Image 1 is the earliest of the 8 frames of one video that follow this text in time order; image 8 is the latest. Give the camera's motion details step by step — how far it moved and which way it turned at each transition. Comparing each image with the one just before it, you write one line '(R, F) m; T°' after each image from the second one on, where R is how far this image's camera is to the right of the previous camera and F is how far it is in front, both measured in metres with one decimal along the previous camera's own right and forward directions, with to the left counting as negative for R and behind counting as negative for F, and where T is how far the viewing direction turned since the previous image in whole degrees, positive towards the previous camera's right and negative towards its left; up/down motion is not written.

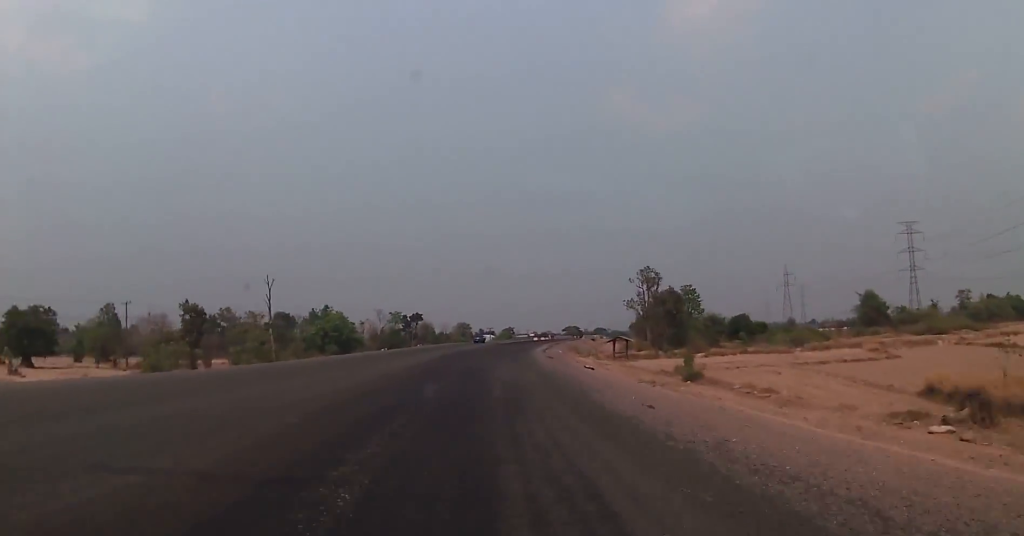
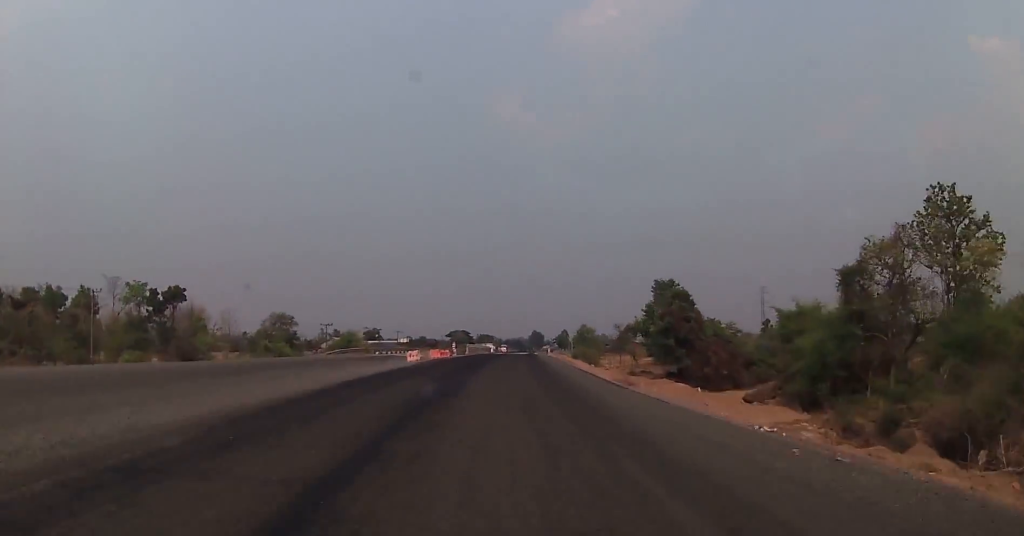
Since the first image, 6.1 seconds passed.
(+8.5, +121.8) m; +9°
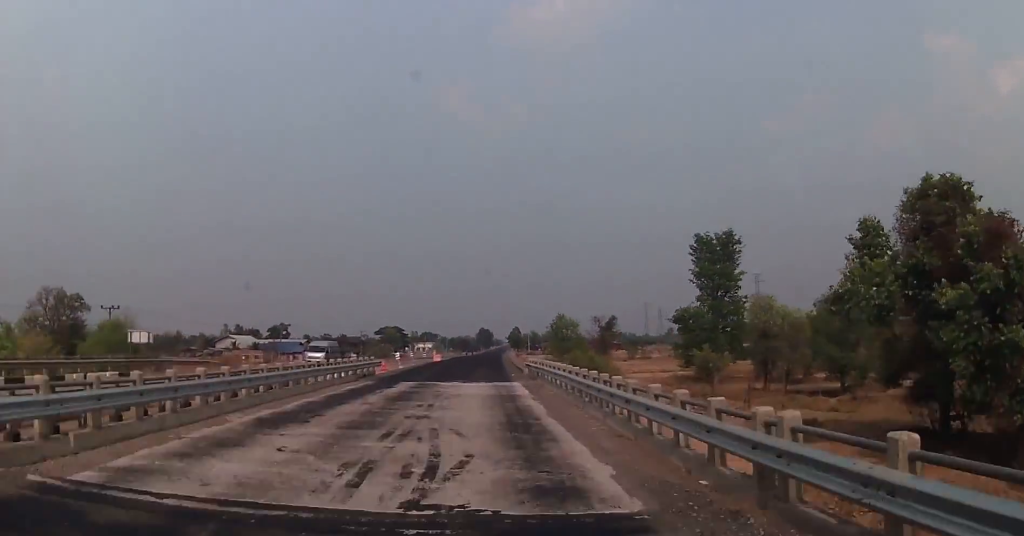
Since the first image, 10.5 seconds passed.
(+5.1, +79.8) m; +5°
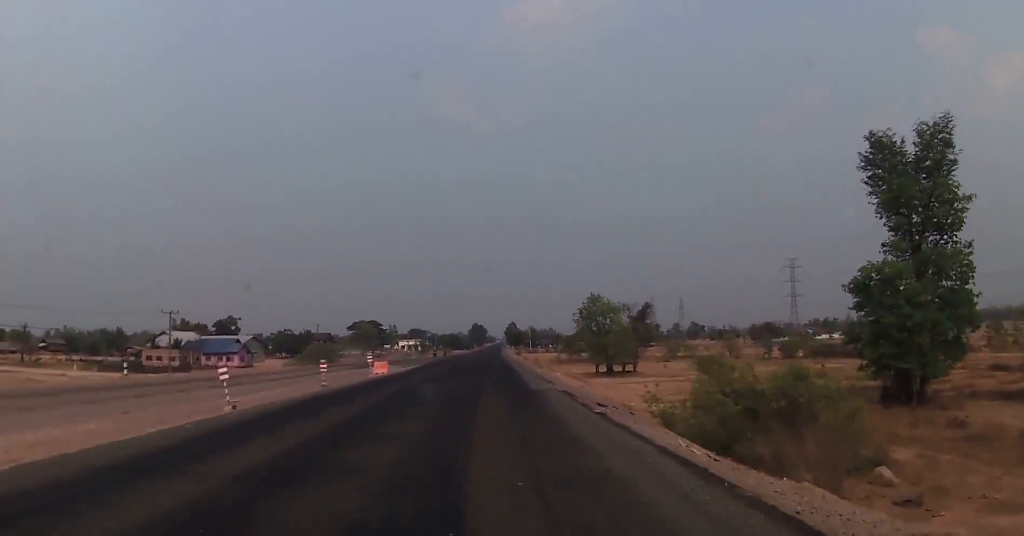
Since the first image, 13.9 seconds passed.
(+0.8, +58.7) m; +1°
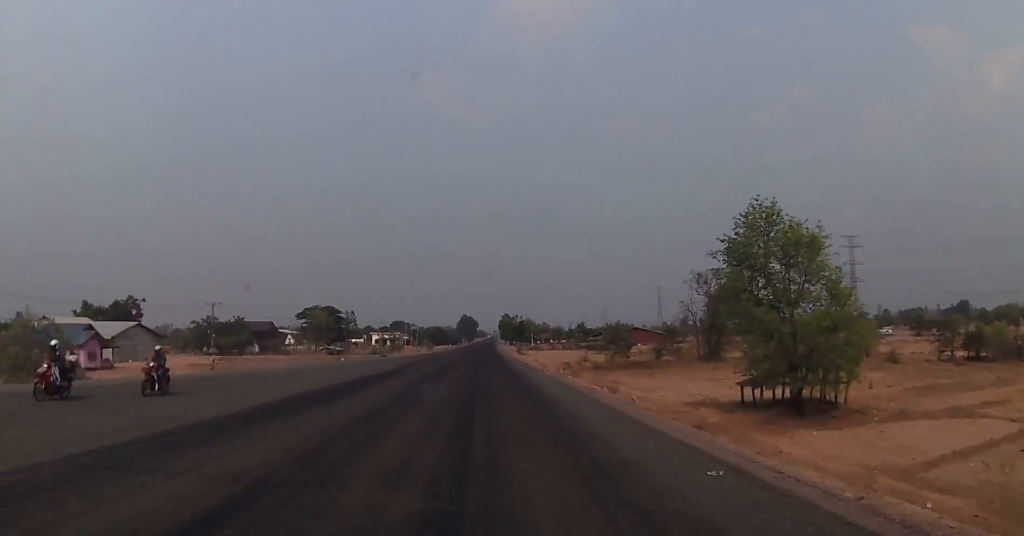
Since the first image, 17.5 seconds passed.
(+0.5, +65.1) m; +1°
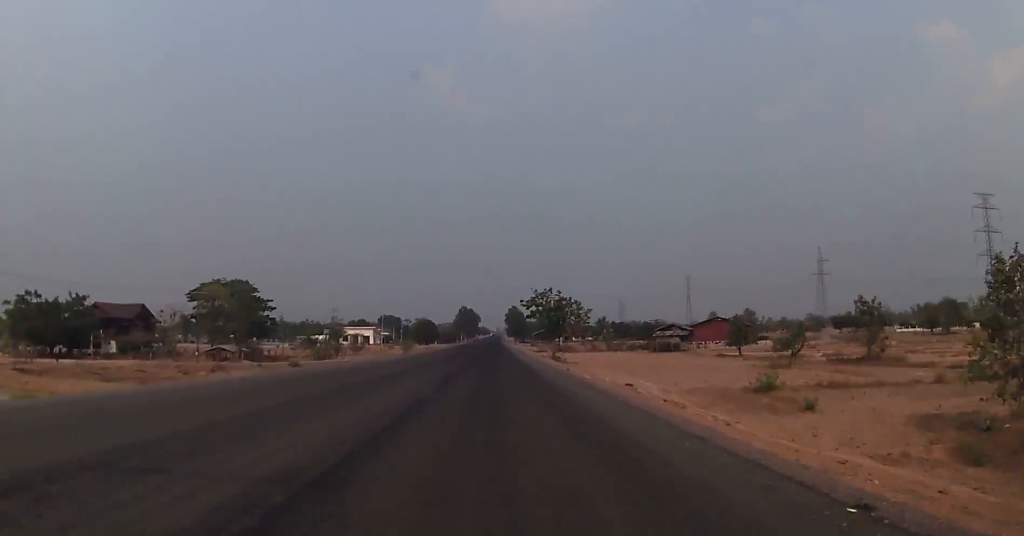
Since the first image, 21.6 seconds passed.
(+0.4, +79.2) m; +1°
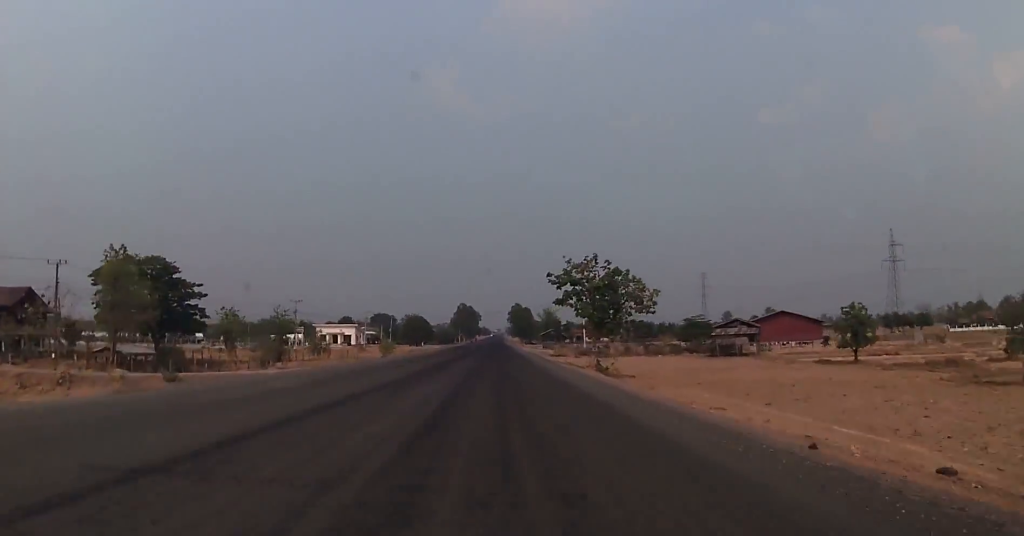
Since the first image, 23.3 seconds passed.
(+0.1, +35.2) m; 0°
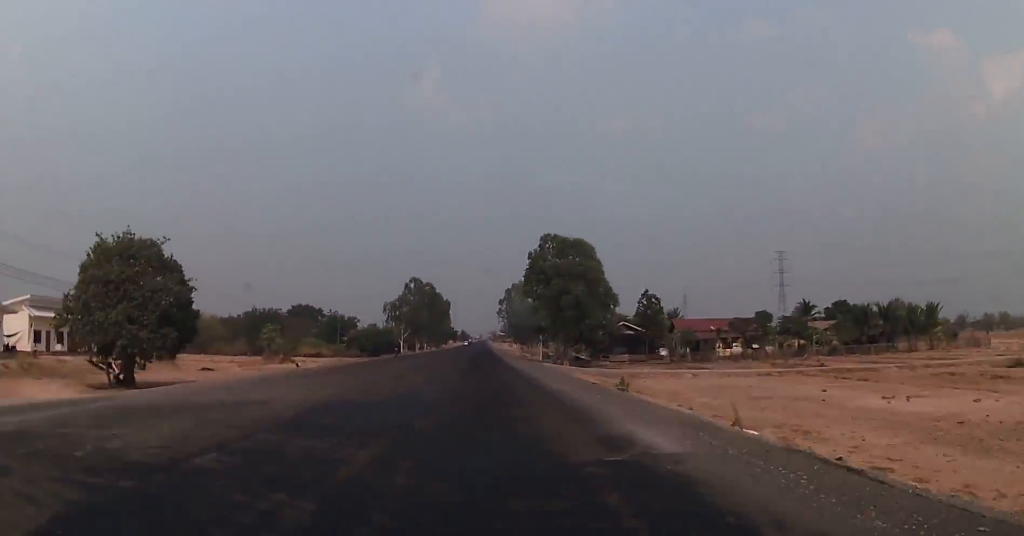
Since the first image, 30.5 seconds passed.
(+1.5, +157.7) m; +1°
